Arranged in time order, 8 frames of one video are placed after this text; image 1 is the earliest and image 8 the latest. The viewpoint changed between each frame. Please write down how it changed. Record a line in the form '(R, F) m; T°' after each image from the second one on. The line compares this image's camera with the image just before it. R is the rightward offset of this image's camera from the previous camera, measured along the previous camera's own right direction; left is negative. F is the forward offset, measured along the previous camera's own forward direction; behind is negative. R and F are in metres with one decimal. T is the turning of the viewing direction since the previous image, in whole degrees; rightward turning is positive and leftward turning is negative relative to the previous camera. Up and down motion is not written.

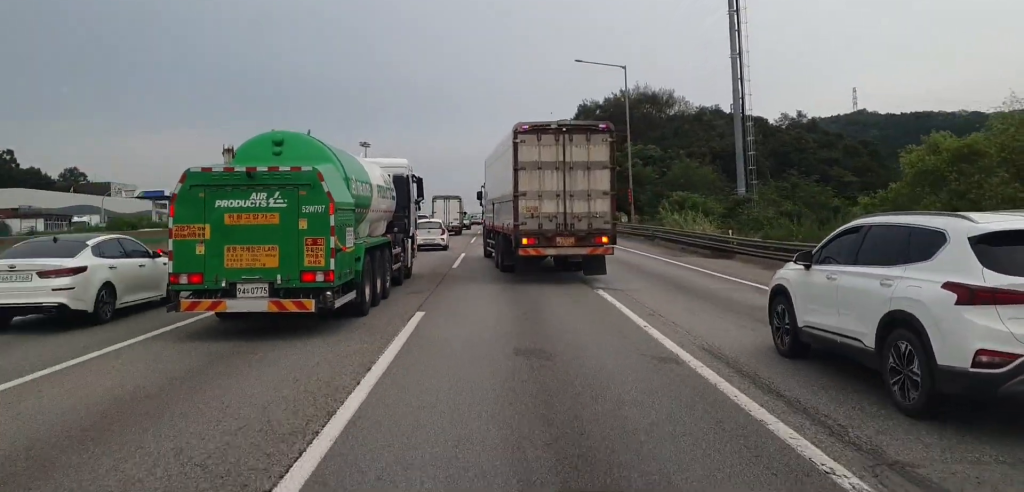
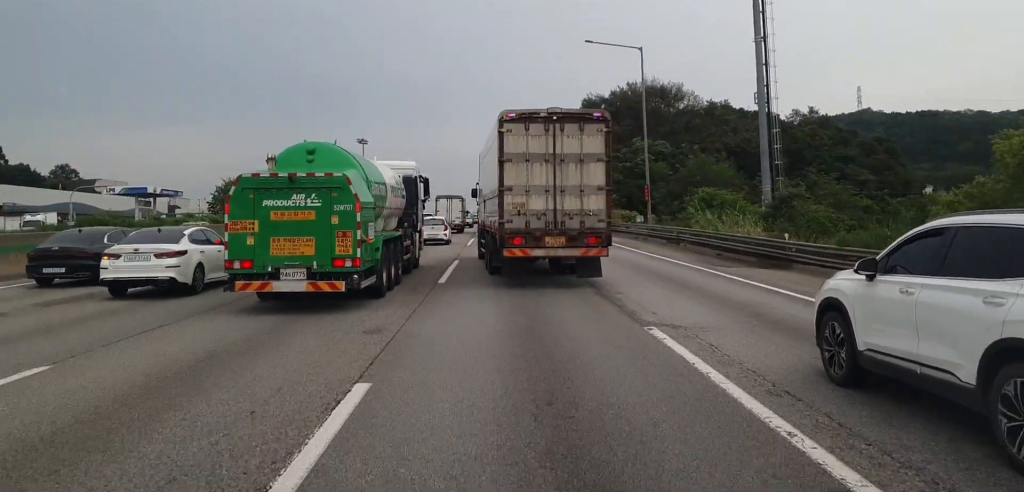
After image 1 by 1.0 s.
(0.0, +6.0) m; 0°
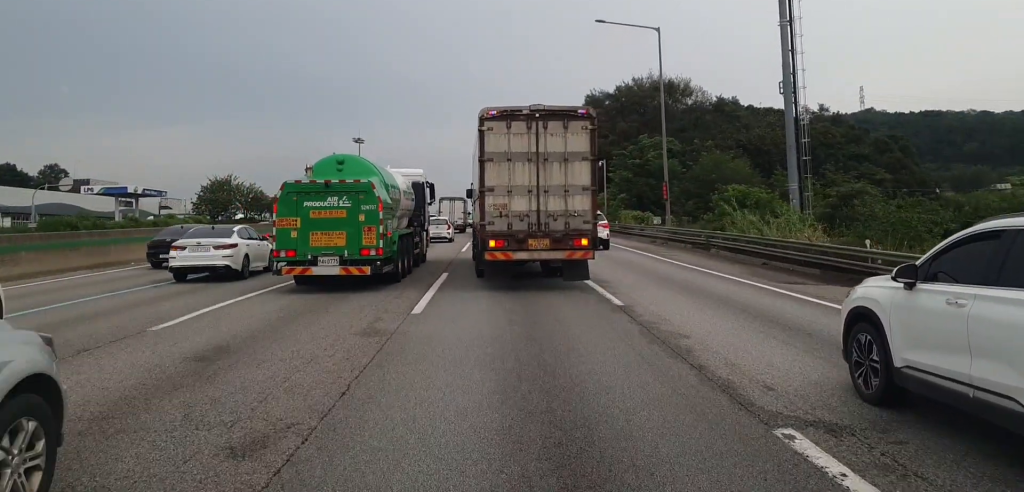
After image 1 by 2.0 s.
(-0.1, +5.8) m; 0°
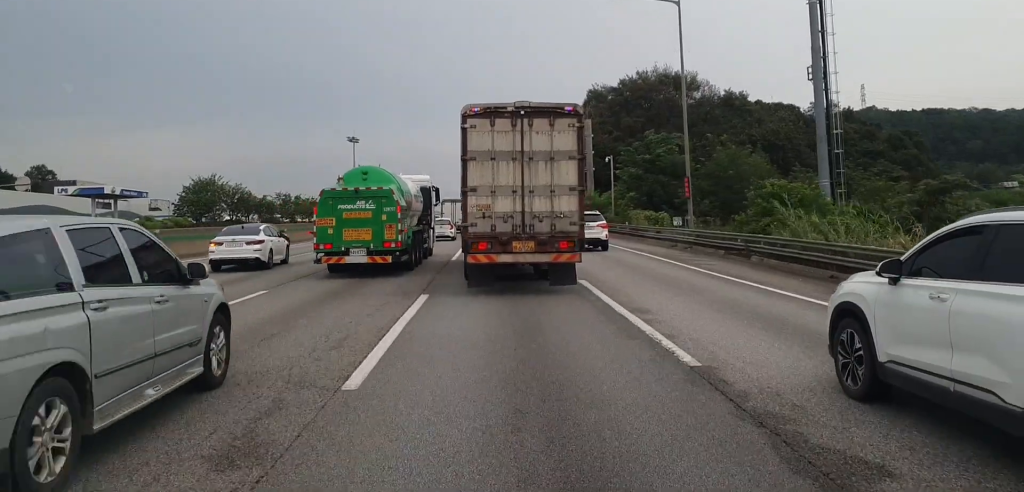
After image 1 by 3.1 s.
(+0.1, +5.9) m; +2°
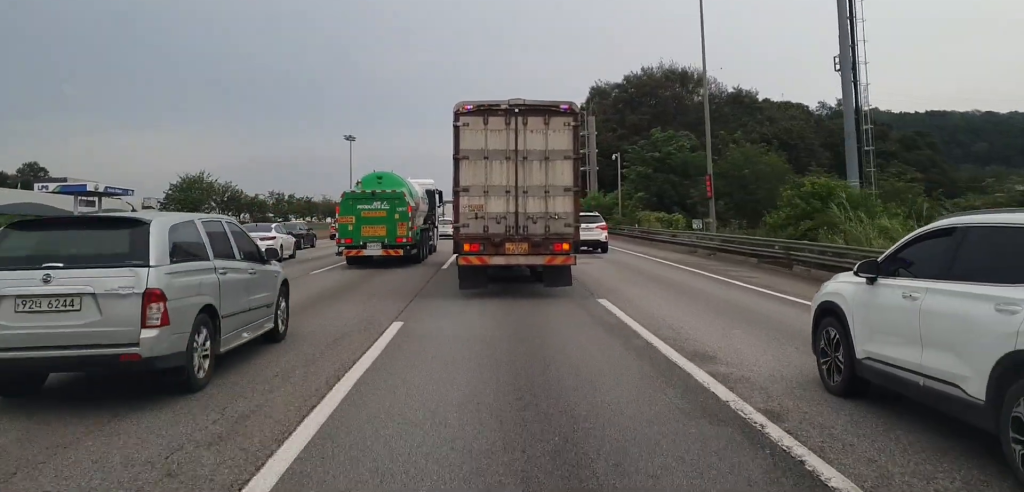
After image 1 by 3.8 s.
(+0.1, +4.5) m; -1°
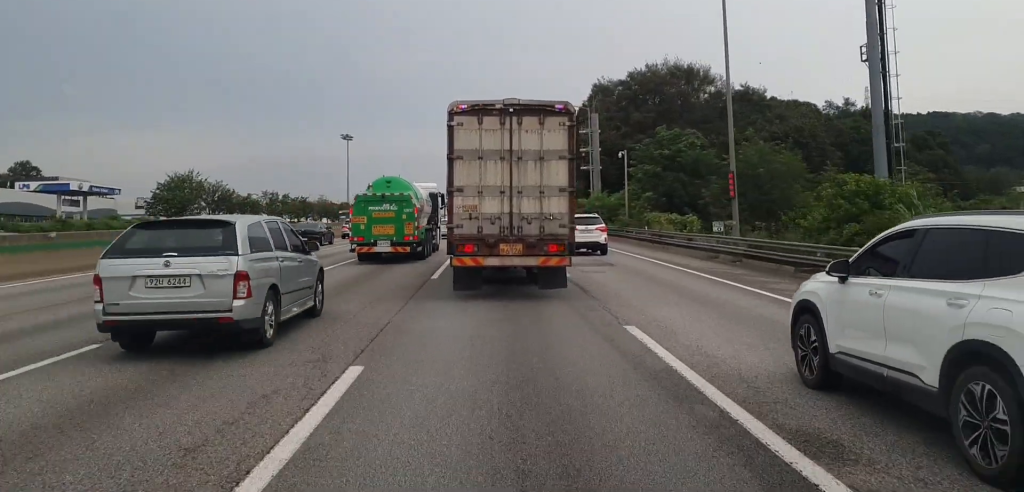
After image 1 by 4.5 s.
(0.0, +3.7) m; -2°
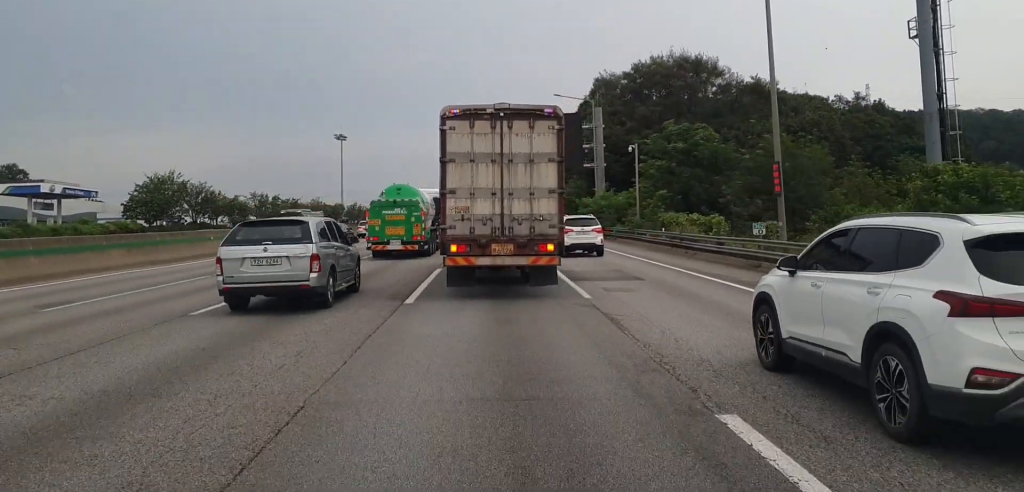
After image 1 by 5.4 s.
(-0.3, +5.9) m; 0°
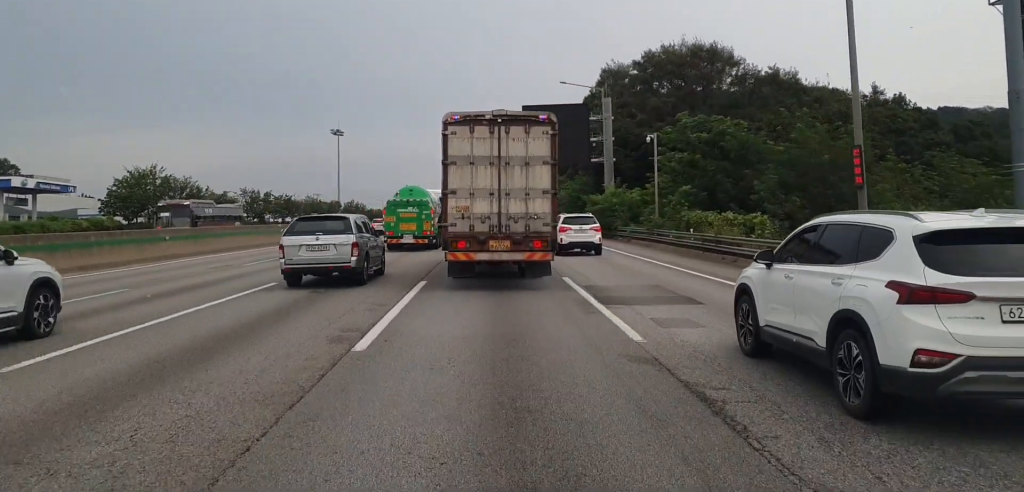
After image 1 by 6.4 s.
(+0.3, +6.6) m; +1°
